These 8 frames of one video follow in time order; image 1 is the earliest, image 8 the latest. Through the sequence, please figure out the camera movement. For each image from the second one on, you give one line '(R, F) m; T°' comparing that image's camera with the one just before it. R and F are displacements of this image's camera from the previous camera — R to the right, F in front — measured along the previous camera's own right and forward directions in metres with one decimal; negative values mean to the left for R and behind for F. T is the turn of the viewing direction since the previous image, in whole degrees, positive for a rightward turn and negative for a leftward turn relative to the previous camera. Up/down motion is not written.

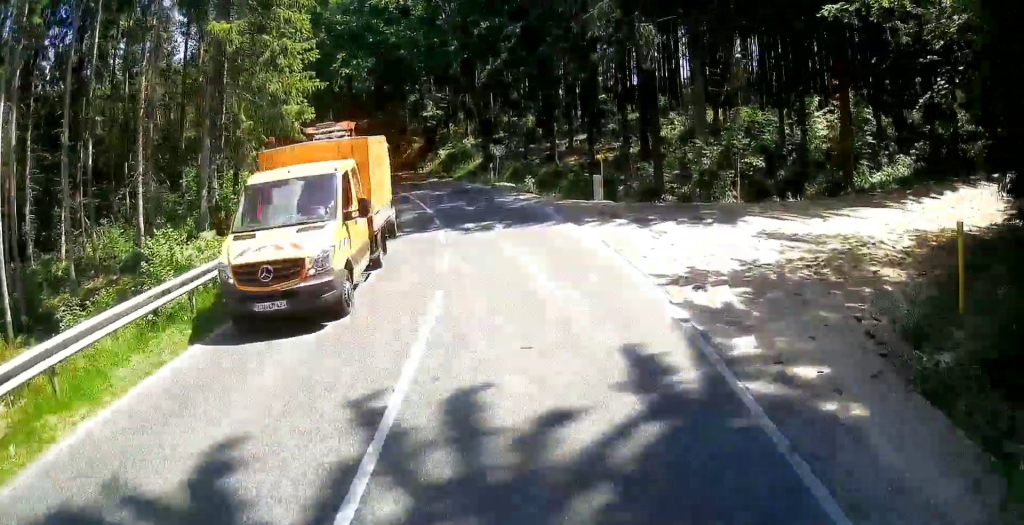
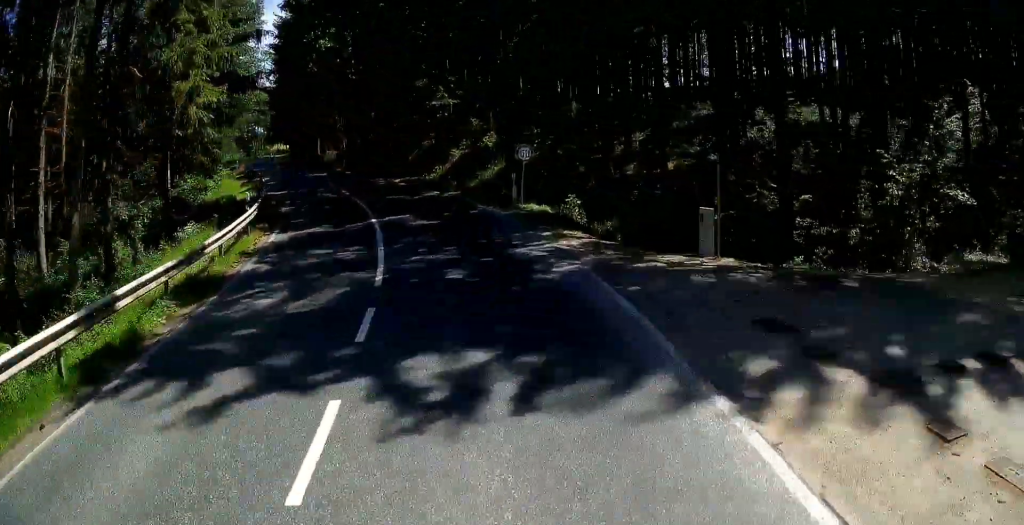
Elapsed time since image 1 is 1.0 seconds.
(0.0, +10.9) m; -1°
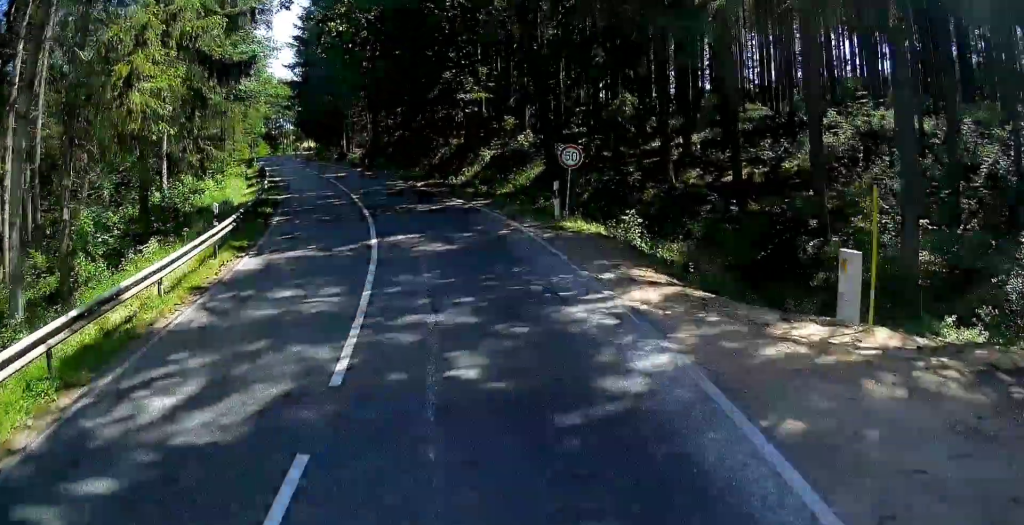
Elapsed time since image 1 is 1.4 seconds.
(-0.1, +4.3) m; -1°
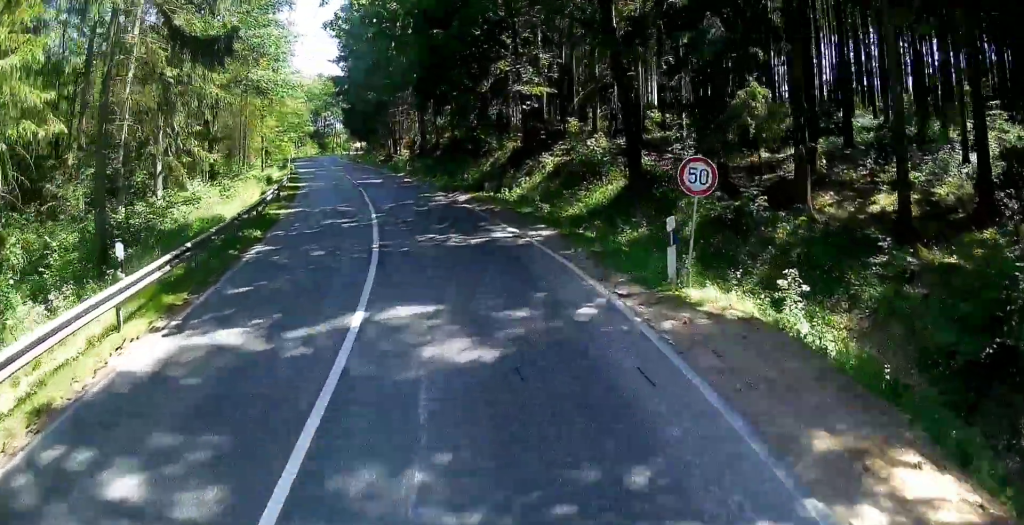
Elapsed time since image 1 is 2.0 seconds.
(0.0, +6.1) m; -2°
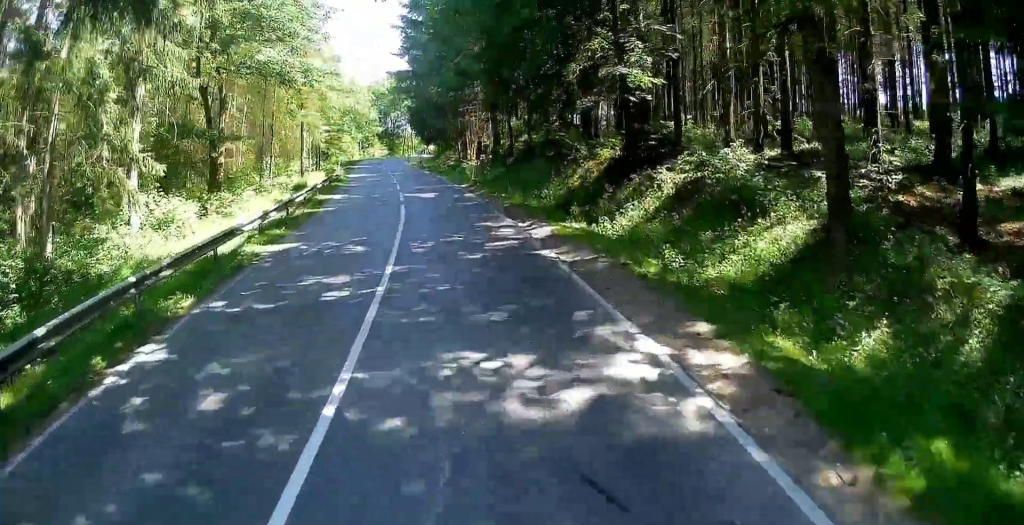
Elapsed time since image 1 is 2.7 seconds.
(-0.2, +8.3) m; -2°
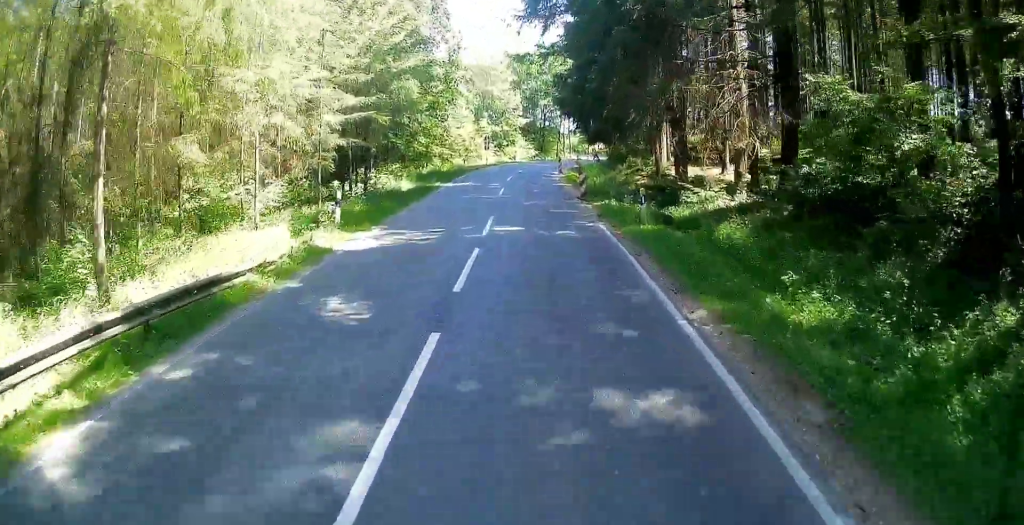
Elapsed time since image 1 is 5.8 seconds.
(-1.6, +37.2) m; -9°
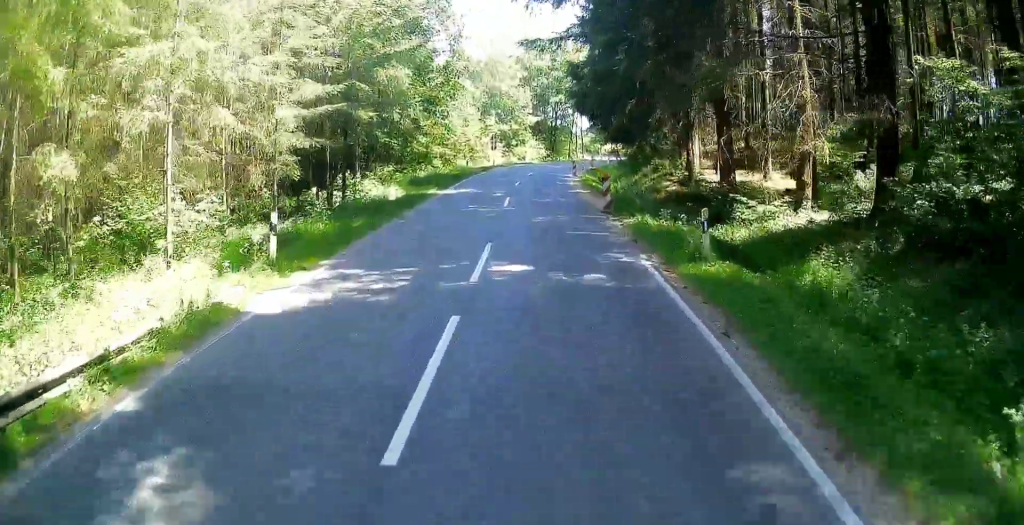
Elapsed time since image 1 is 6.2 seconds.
(-0.2, +5.8) m; -2°
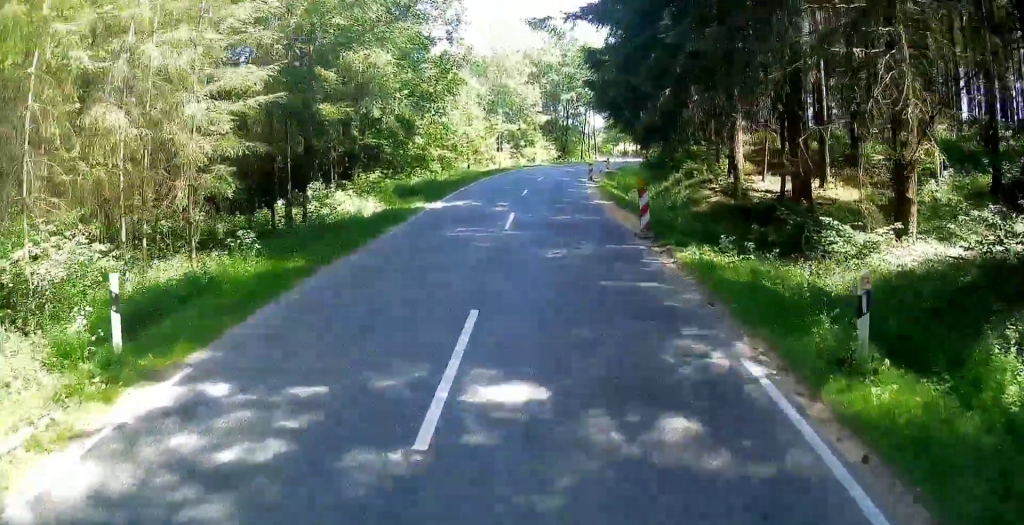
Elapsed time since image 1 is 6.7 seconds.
(-0.3, +6.3) m; -2°
